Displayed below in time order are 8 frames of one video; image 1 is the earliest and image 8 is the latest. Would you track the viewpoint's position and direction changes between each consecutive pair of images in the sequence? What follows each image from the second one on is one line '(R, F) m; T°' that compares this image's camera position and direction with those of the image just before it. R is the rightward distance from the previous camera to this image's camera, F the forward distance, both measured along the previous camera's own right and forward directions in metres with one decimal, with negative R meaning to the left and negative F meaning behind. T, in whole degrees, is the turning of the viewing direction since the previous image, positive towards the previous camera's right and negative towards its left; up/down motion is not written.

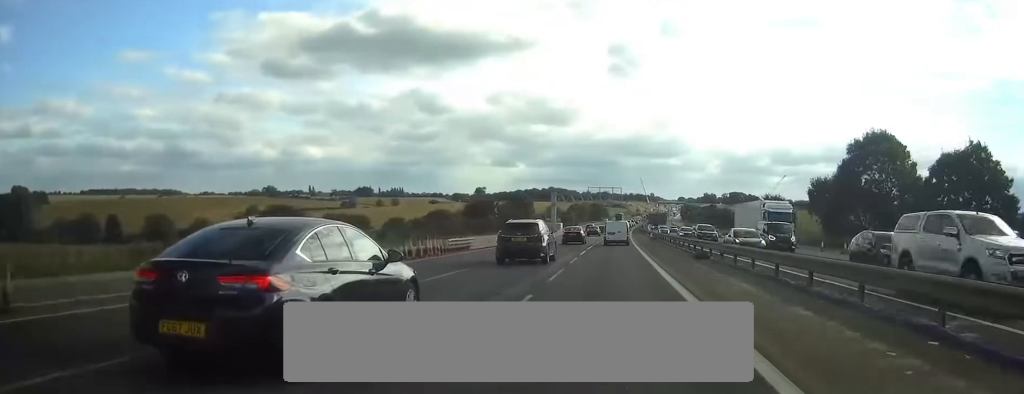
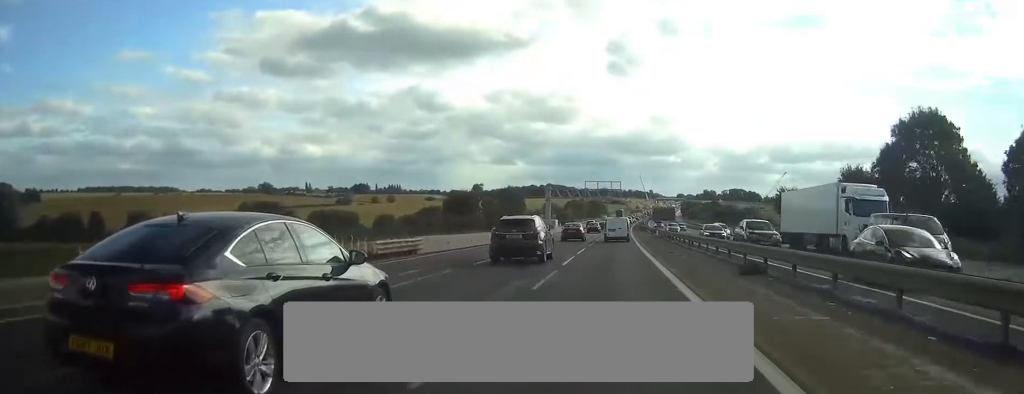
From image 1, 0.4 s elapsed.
(0.0, +11.3) m; 0°
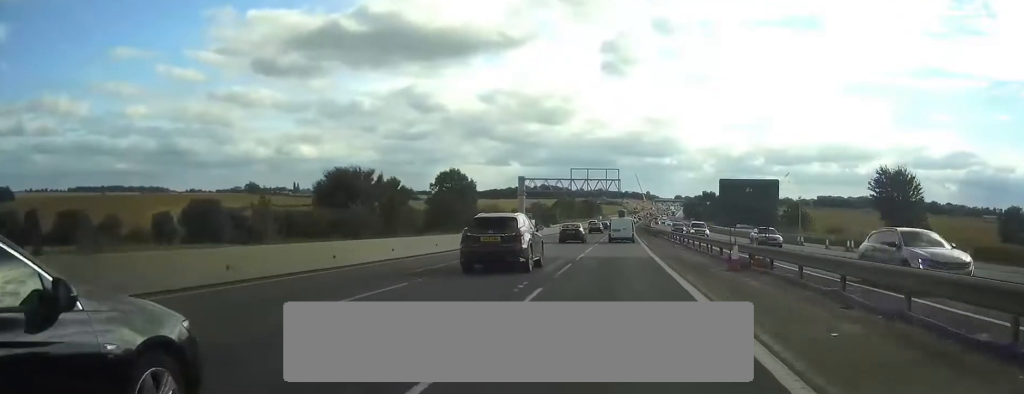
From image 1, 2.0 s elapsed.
(+0.2, +39.8) m; 0°
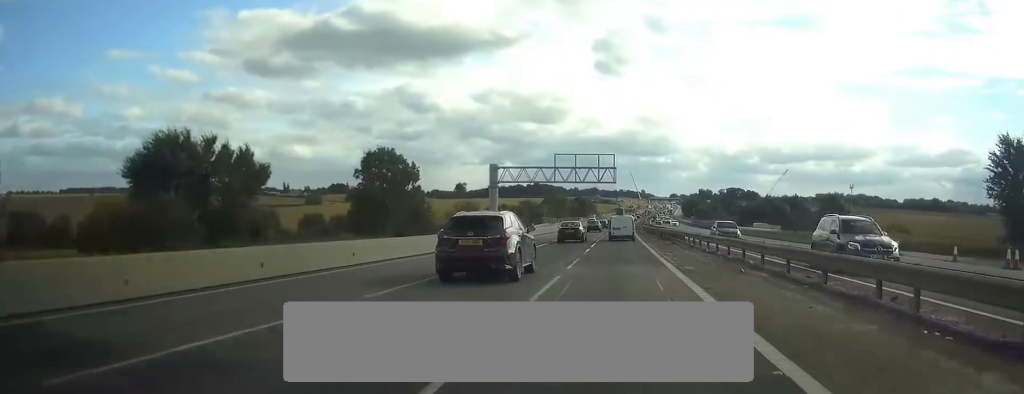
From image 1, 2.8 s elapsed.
(0.0, +22.5) m; 0°
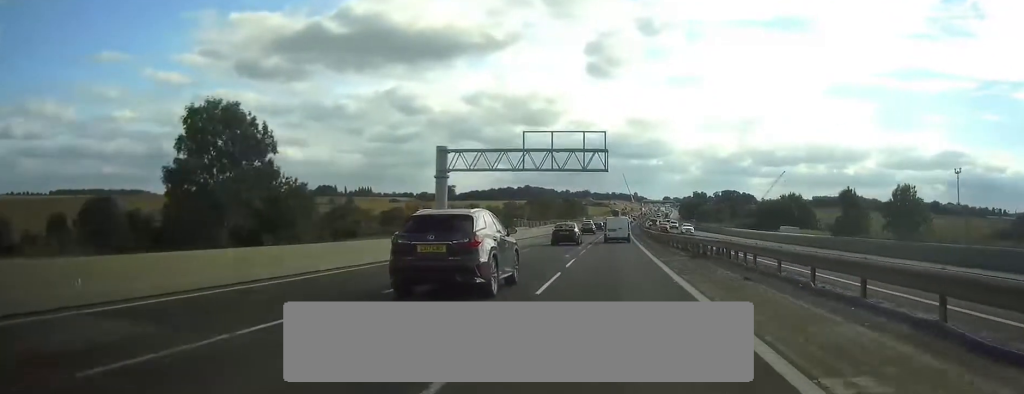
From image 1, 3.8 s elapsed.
(+0.2, +25.1) m; +1°
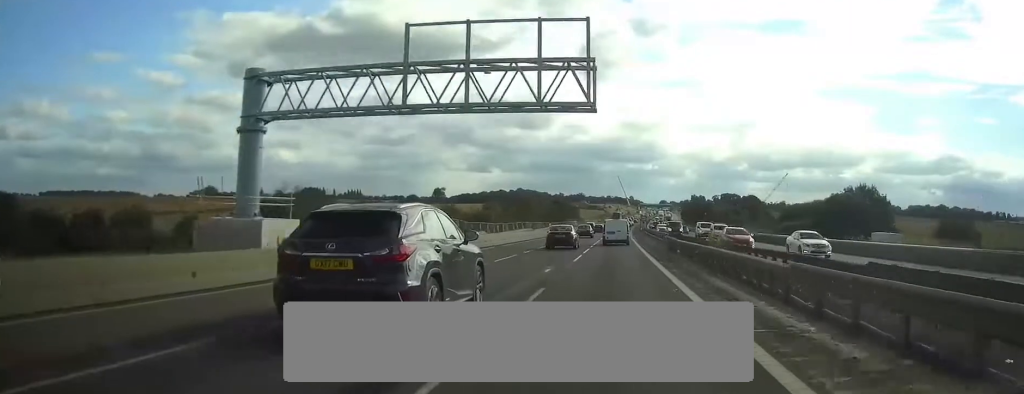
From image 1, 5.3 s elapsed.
(+0.1, +37.9) m; 0°
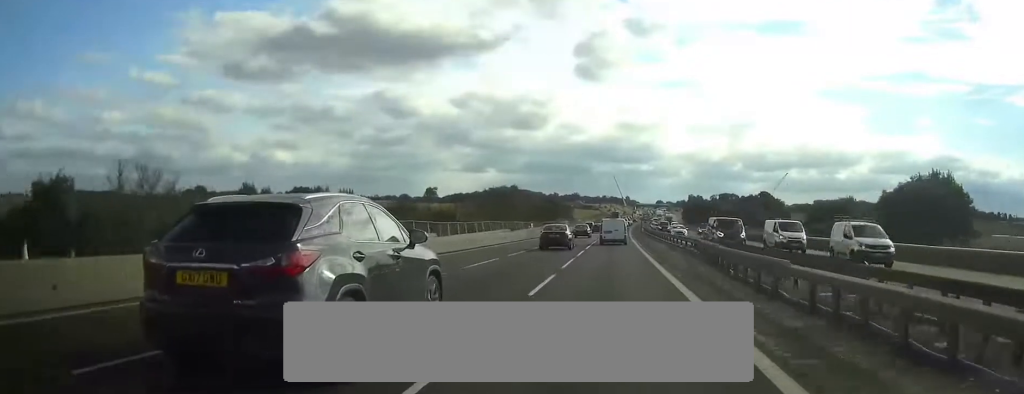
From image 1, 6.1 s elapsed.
(0.0, +22.5) m; 0°
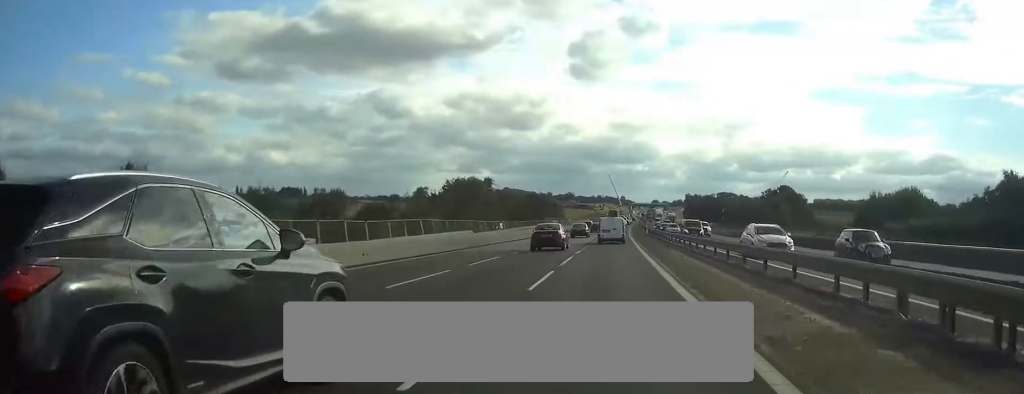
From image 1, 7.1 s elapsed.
(+0.1, +26.0) m; 0°
